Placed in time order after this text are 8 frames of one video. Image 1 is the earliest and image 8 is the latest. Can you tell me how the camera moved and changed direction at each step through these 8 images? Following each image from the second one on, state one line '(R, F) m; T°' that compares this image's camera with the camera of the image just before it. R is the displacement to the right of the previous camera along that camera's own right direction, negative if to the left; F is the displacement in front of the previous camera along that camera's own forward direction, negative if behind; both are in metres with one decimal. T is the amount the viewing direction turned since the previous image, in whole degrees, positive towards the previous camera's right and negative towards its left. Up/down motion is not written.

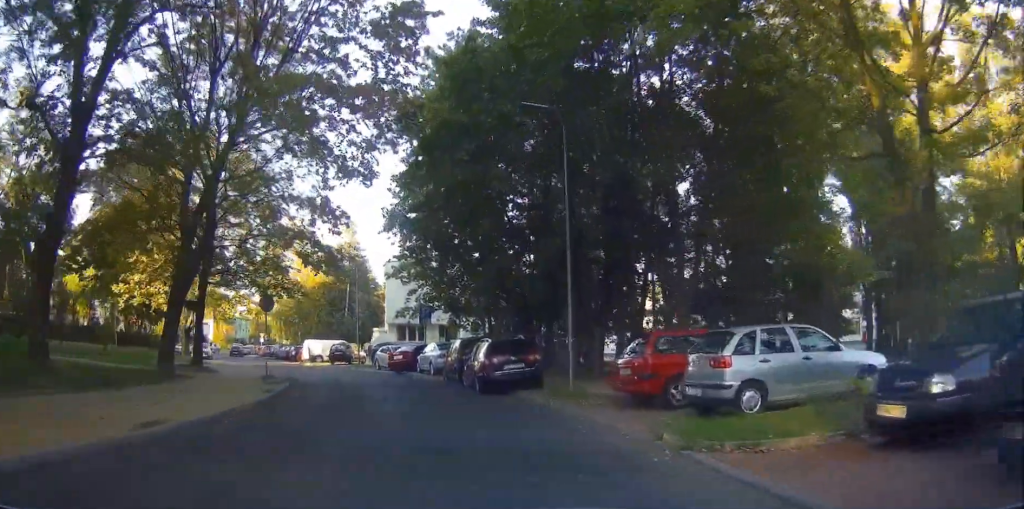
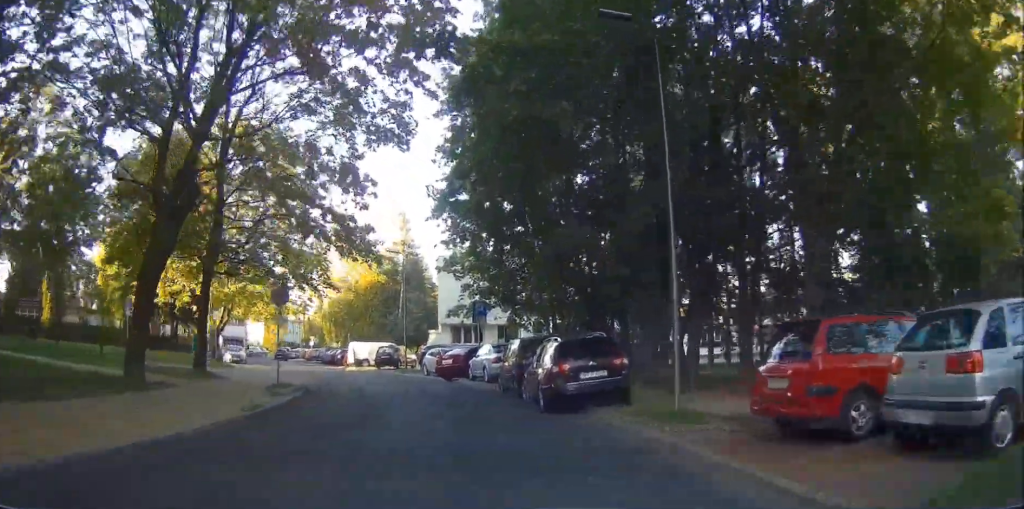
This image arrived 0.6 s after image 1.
(-0.6, +4.3) m; -8°
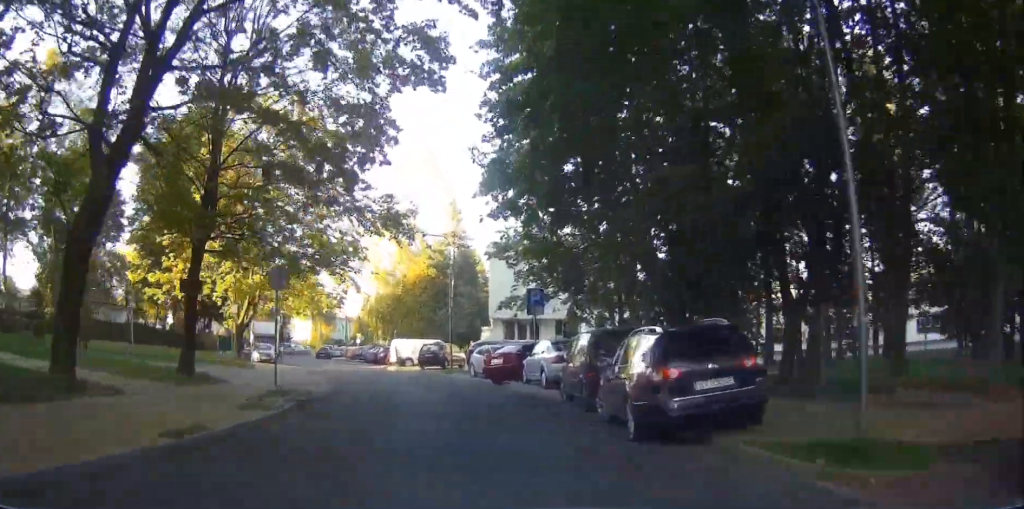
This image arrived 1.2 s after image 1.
(0.0, +3.9) m; 0°
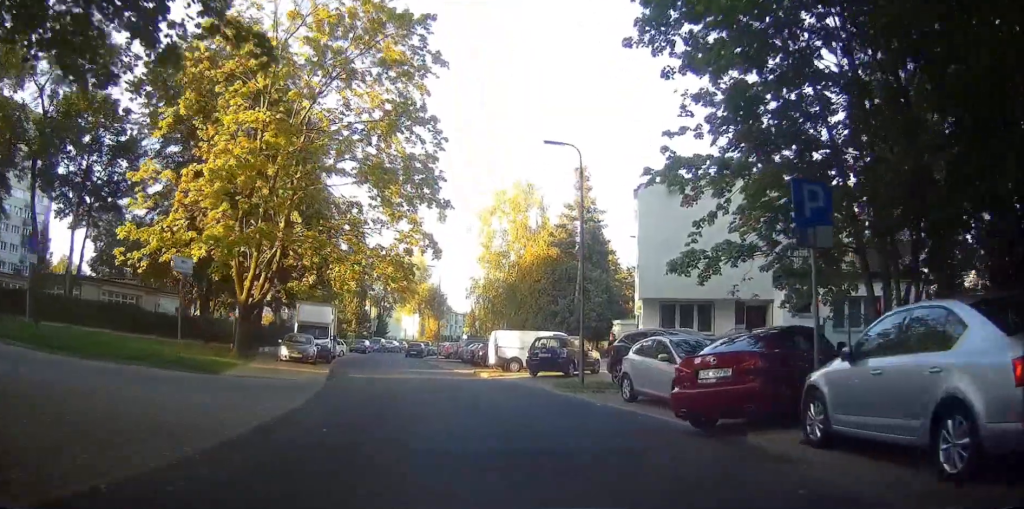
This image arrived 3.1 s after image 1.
(0.0, +12.8) m; 0°
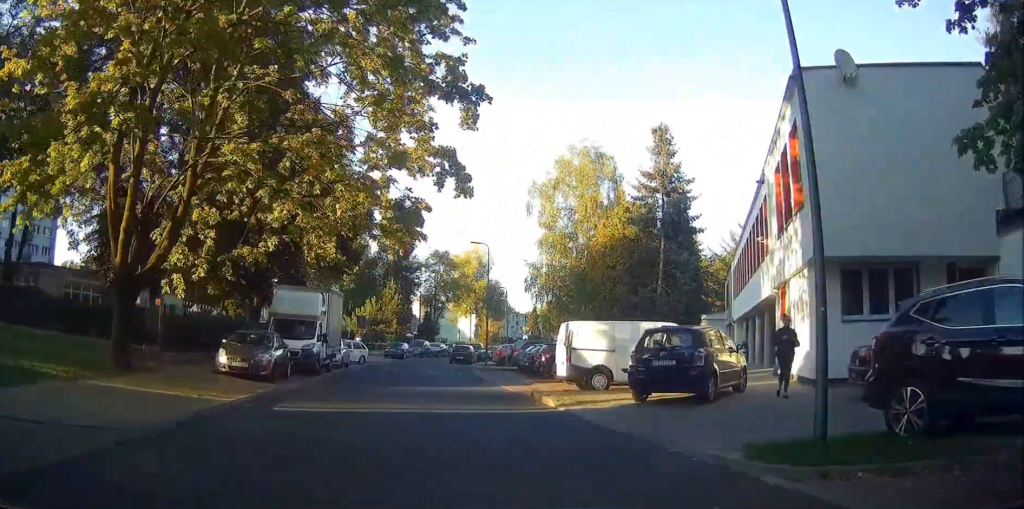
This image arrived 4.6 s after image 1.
(0.0, +10.9) m; 0°
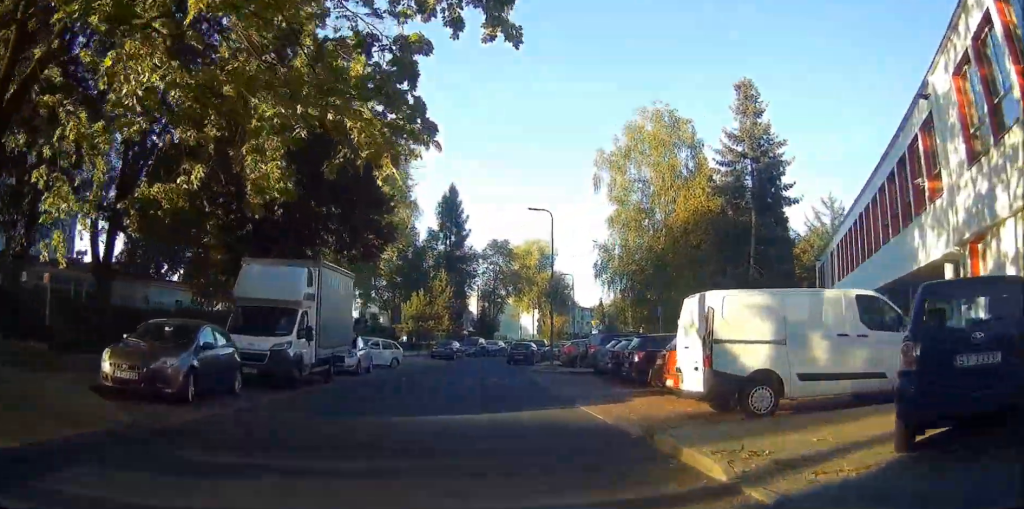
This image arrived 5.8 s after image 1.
(0.0, +8.1) m; 0°
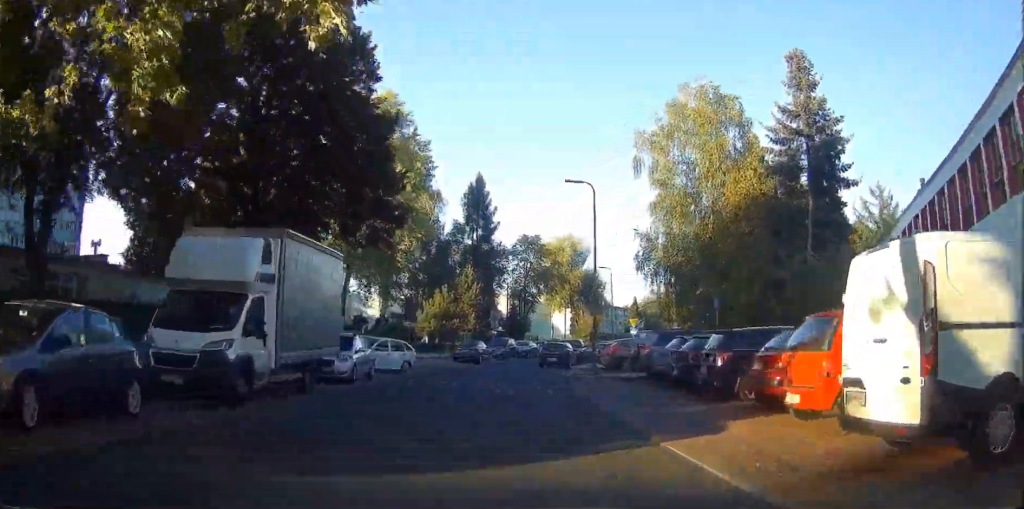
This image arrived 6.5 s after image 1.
(0.0, +5.1) m; 0°
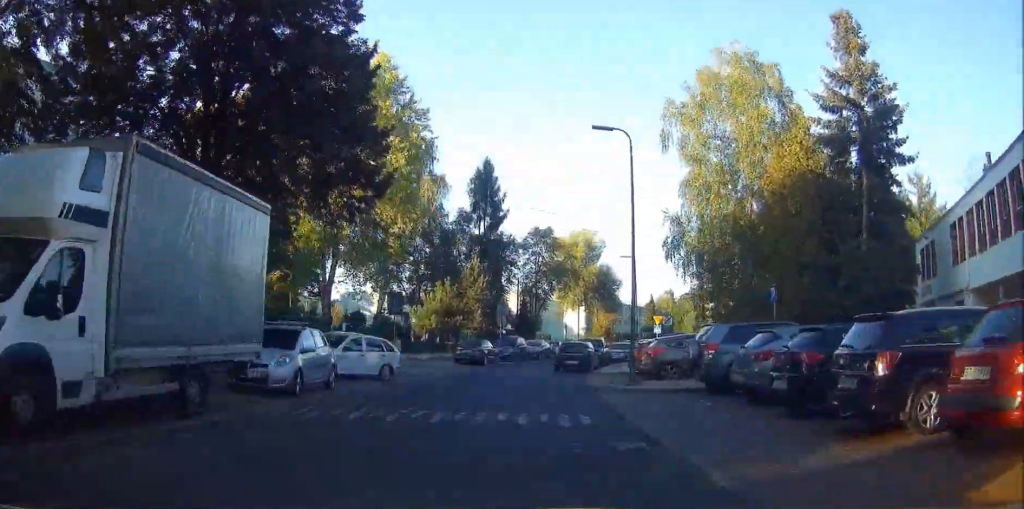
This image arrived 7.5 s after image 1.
(0.0, +6.8) m; 0°
